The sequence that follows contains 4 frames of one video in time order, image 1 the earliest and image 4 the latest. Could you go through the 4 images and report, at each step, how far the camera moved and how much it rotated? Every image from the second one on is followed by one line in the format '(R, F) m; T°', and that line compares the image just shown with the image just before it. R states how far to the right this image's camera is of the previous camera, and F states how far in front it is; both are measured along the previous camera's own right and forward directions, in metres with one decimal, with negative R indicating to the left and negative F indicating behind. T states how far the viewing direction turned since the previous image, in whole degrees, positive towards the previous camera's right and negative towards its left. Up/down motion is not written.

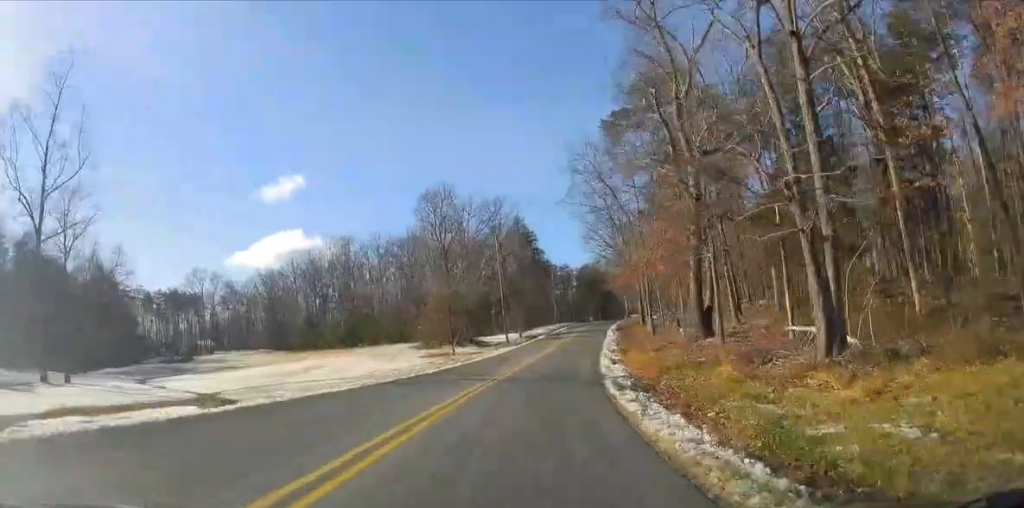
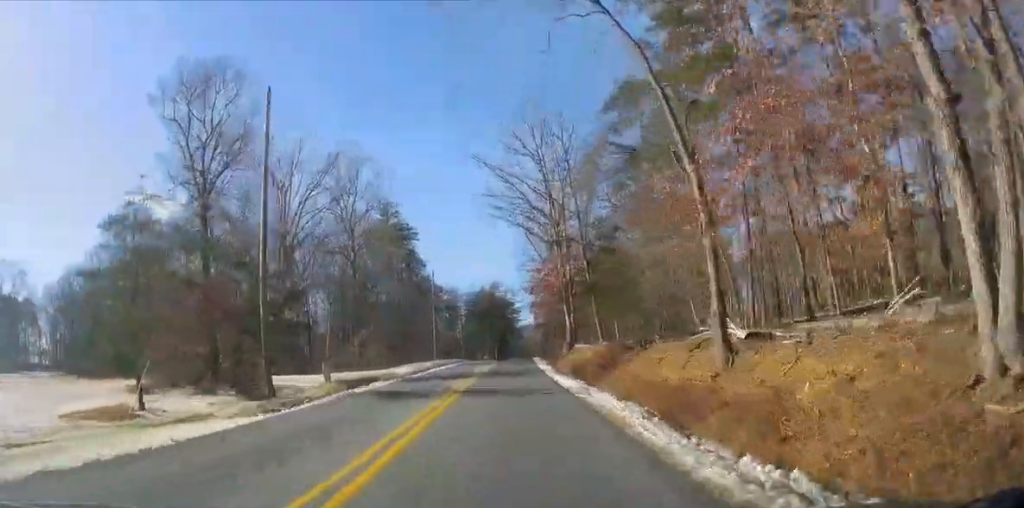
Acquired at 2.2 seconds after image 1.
(+4.5, +38.5) m; +9°
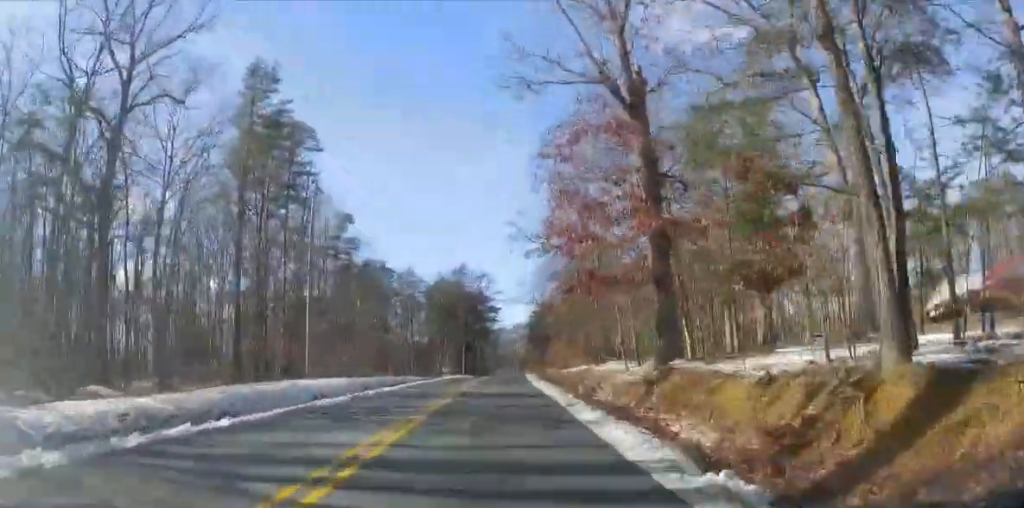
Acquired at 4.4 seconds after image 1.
(+1.5, +40.7) m; +5°
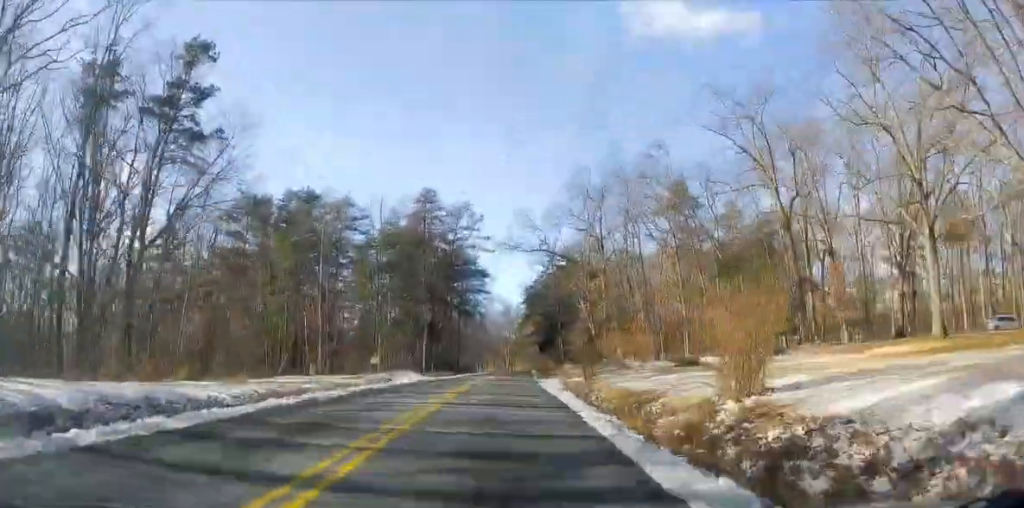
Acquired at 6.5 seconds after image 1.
(+1.6, +37.4) m; -1°
